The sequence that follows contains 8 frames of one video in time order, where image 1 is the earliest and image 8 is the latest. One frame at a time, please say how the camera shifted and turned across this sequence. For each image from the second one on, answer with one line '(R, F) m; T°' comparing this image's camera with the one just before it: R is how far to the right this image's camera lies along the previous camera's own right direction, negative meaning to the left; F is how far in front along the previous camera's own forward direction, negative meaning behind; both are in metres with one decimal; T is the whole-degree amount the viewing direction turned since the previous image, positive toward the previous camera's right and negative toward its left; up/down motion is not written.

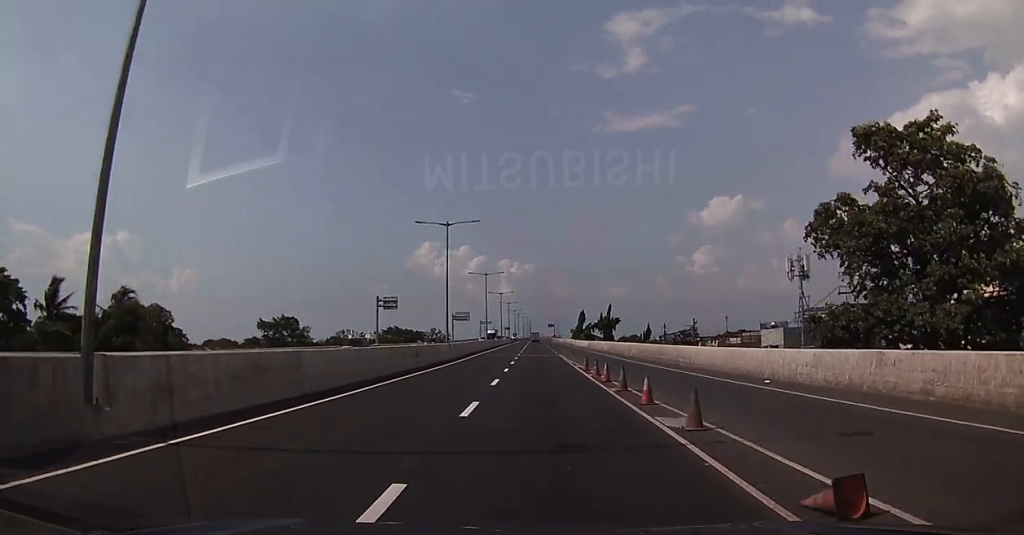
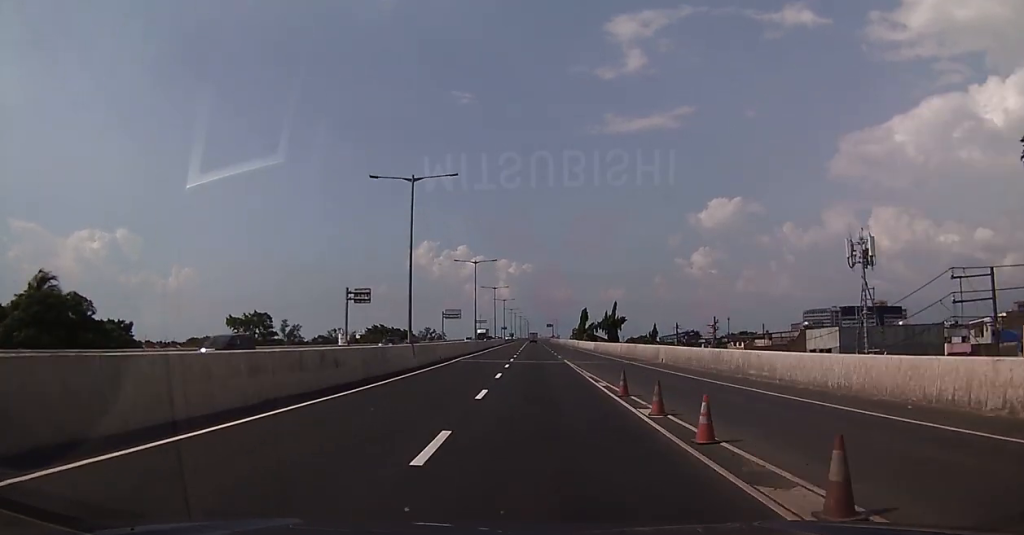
(-0.3, +14.0) m; -1°
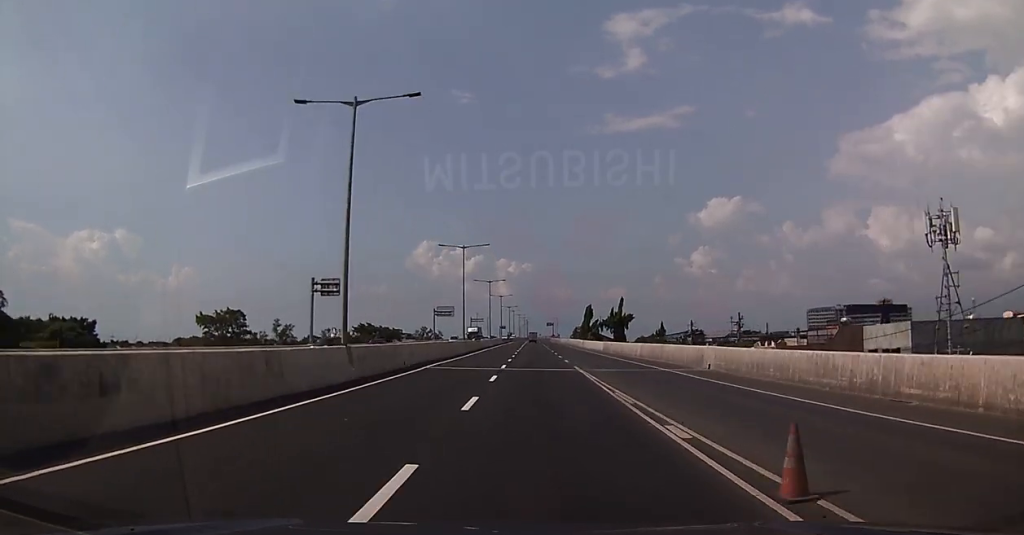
(0.0, +12.2) m; 0°
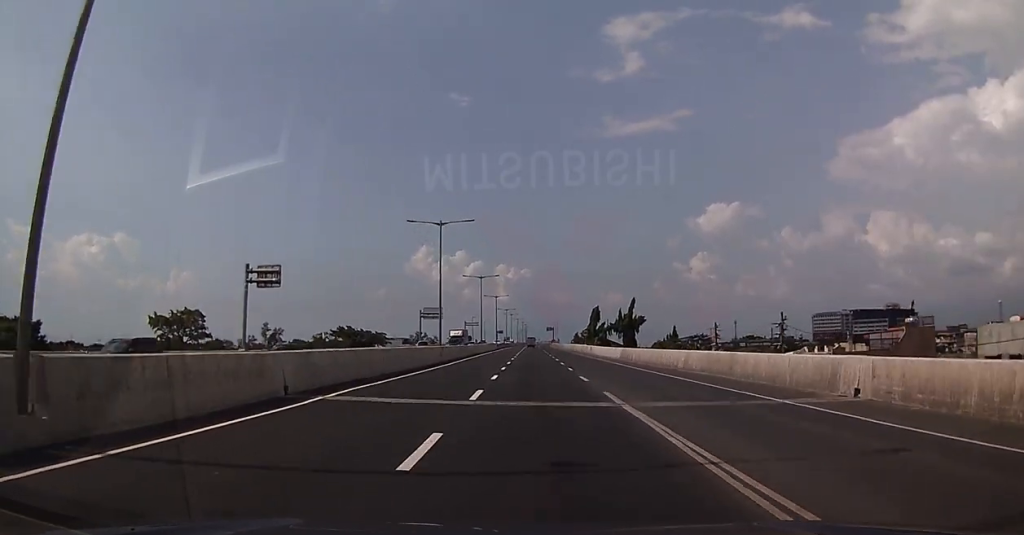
(0.0, +15.7) m; 0°
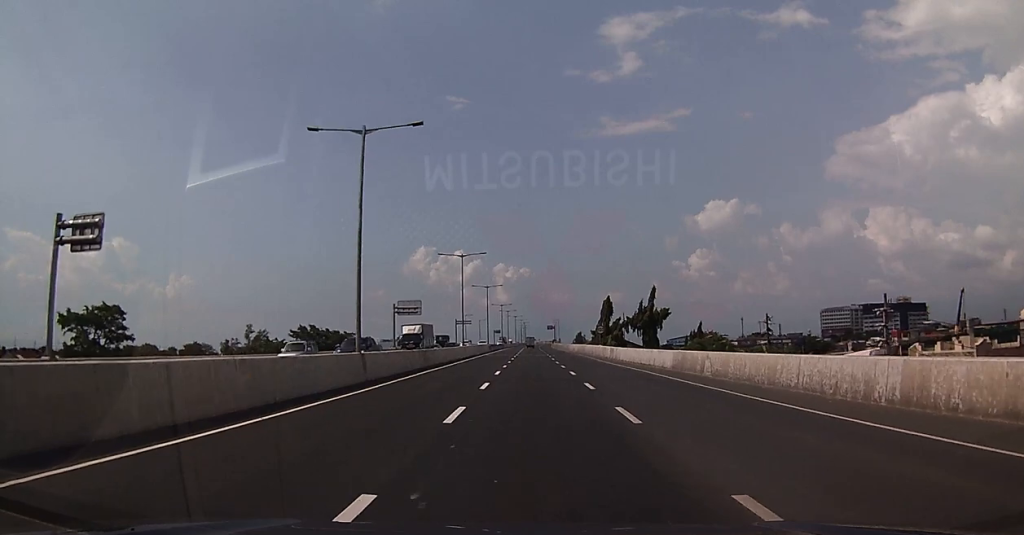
(0.0, +22.6) m; +1°
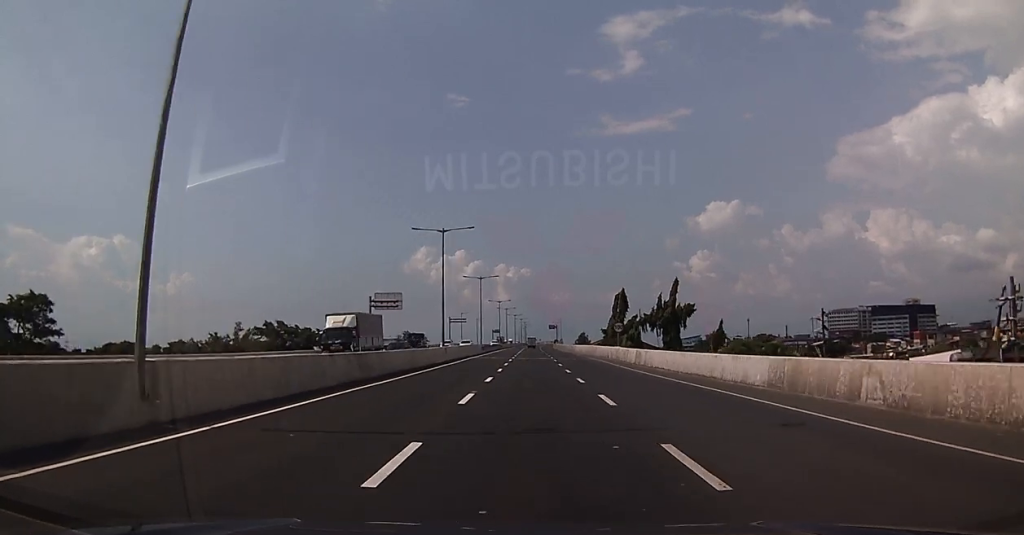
(0.0, +15.1) m; +1°
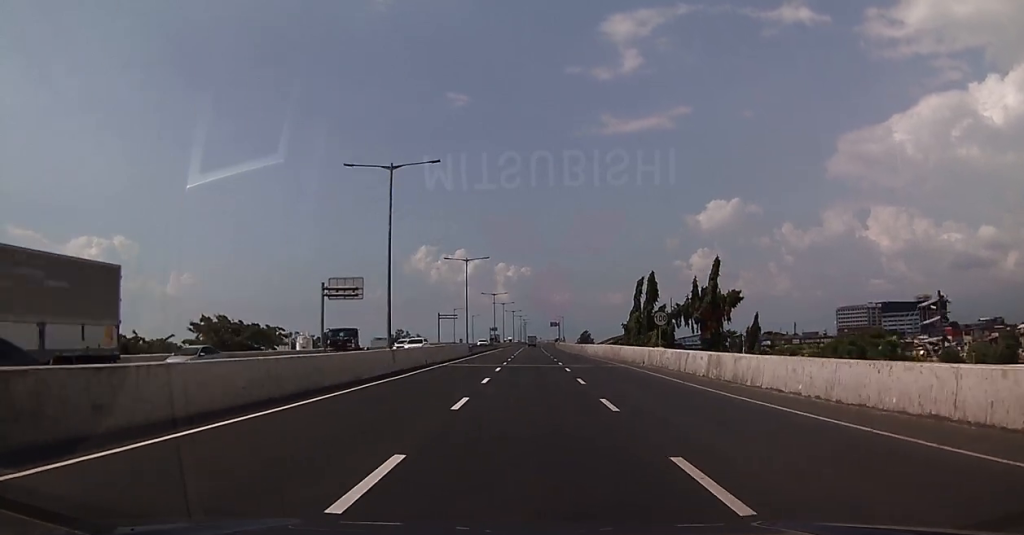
(+0.4, +19.2) m; 0°
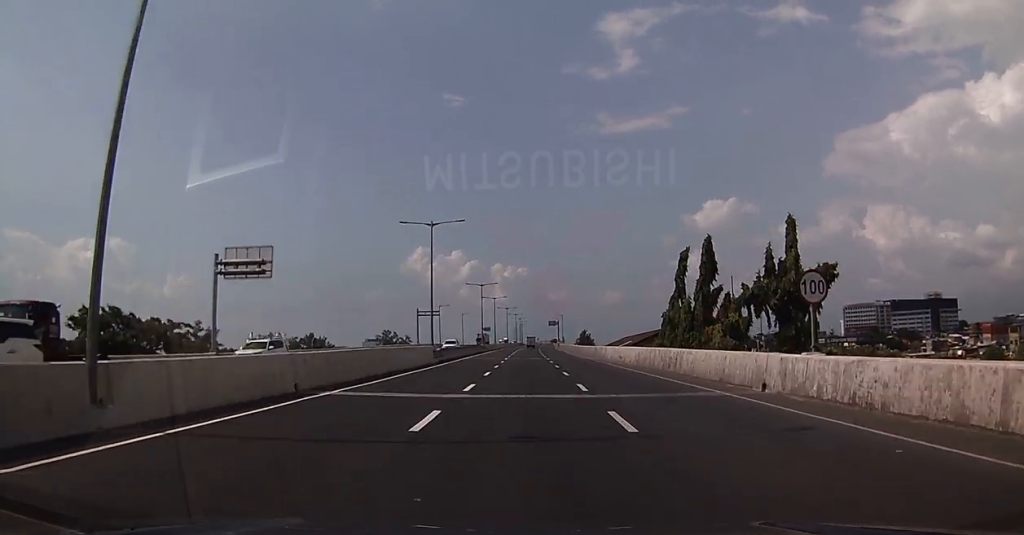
(-0.5, +22.2) m; -3°
